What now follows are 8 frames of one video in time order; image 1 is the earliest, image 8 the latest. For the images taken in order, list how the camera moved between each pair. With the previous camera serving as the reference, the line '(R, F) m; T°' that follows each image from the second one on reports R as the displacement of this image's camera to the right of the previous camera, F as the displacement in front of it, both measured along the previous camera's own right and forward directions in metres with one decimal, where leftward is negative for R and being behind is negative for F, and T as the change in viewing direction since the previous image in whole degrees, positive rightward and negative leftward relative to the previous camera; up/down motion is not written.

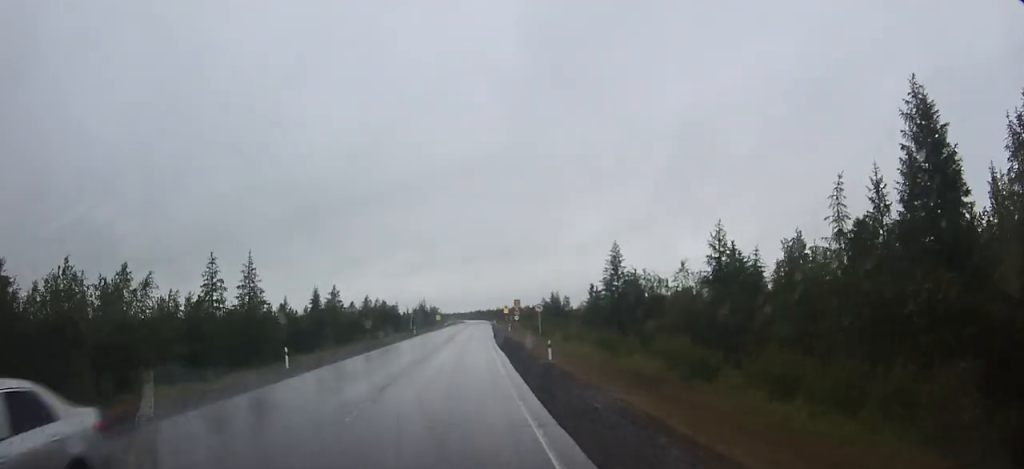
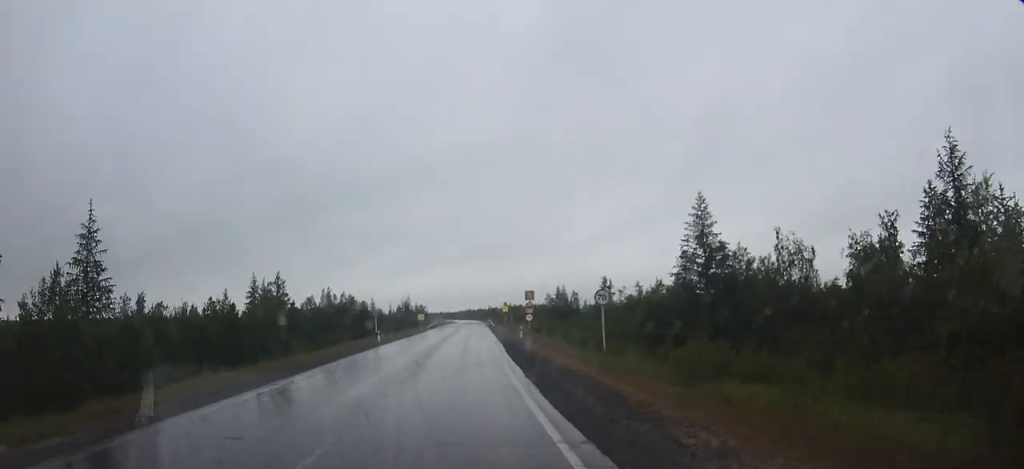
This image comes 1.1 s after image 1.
(+0.2, +25.8) m; +1°
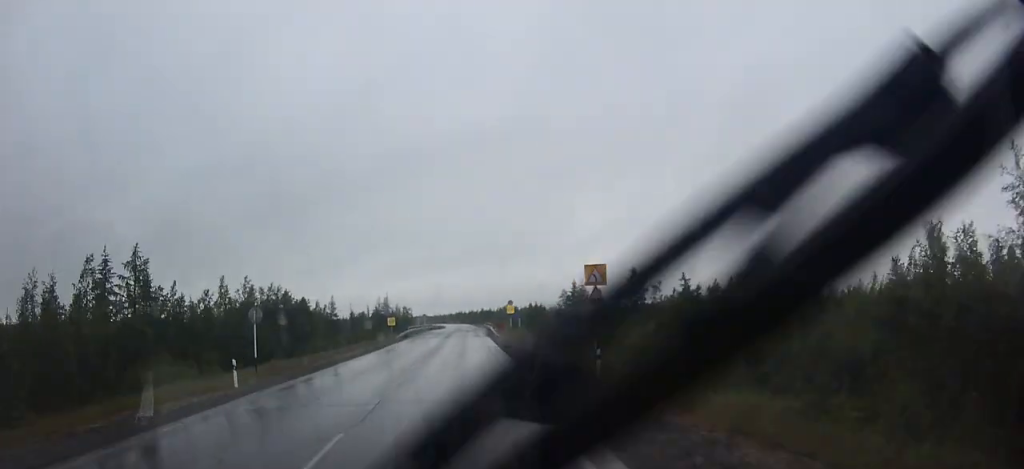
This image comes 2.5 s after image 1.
(+0.3, +32.0) m; +1°
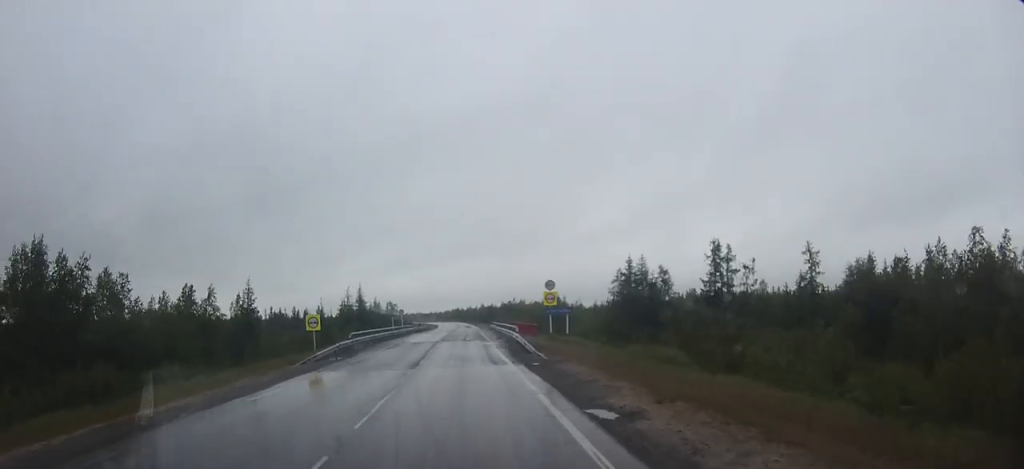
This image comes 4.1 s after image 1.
(+0.2, +38.1) m; 0°
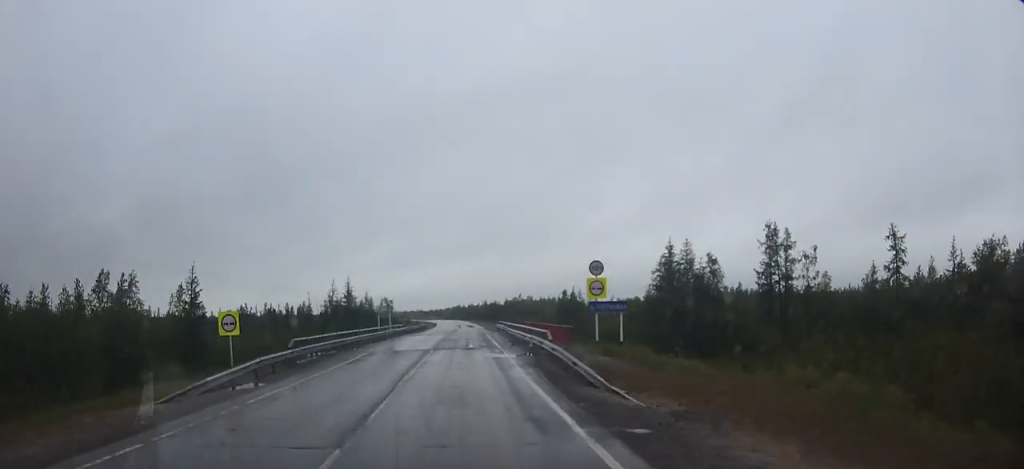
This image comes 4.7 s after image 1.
(0.0, +13.9) m; 0°
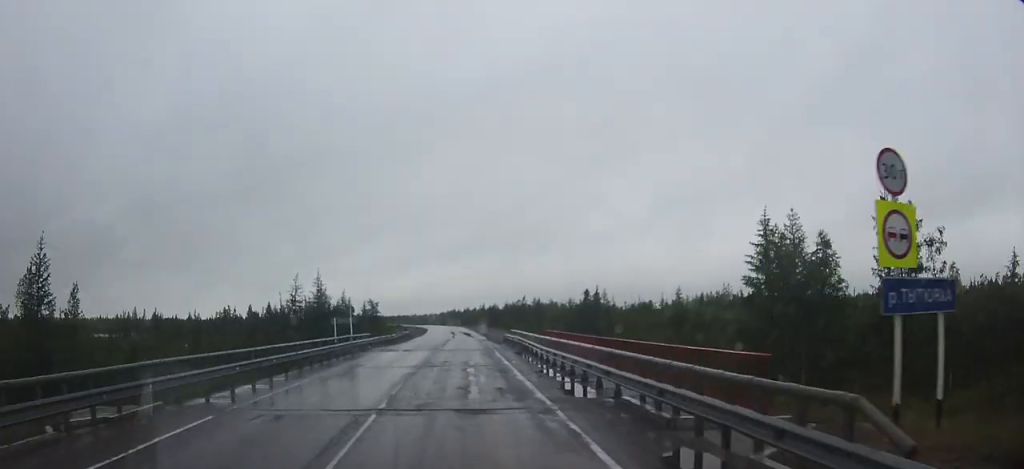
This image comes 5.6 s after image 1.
(0.0, +20.1) m; 0°
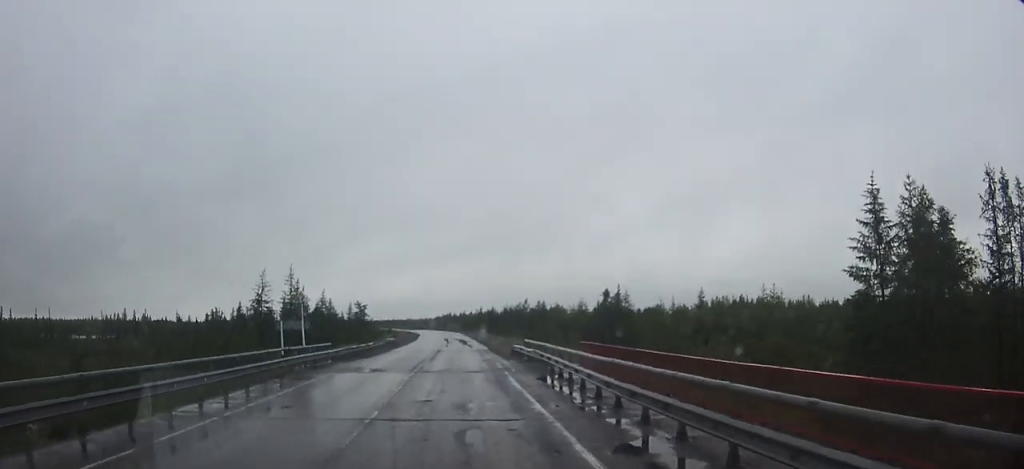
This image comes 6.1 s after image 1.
(+0.1, +12.3) m; 0°
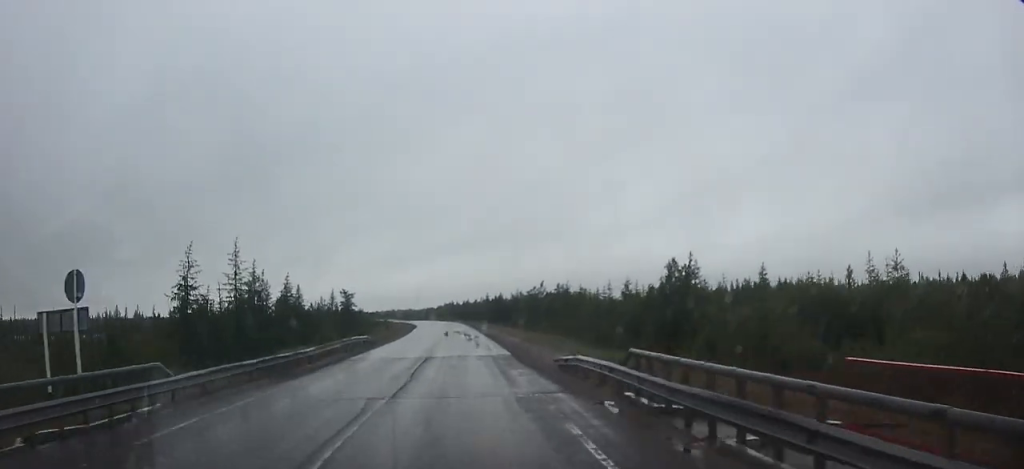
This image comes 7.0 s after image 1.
(0.0, +20.0) m; 0°
